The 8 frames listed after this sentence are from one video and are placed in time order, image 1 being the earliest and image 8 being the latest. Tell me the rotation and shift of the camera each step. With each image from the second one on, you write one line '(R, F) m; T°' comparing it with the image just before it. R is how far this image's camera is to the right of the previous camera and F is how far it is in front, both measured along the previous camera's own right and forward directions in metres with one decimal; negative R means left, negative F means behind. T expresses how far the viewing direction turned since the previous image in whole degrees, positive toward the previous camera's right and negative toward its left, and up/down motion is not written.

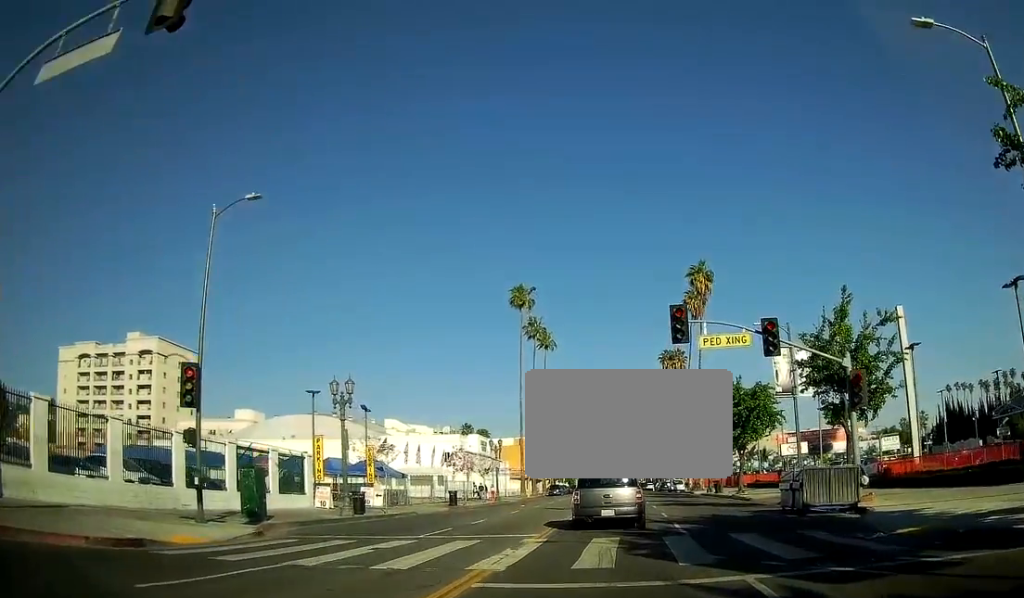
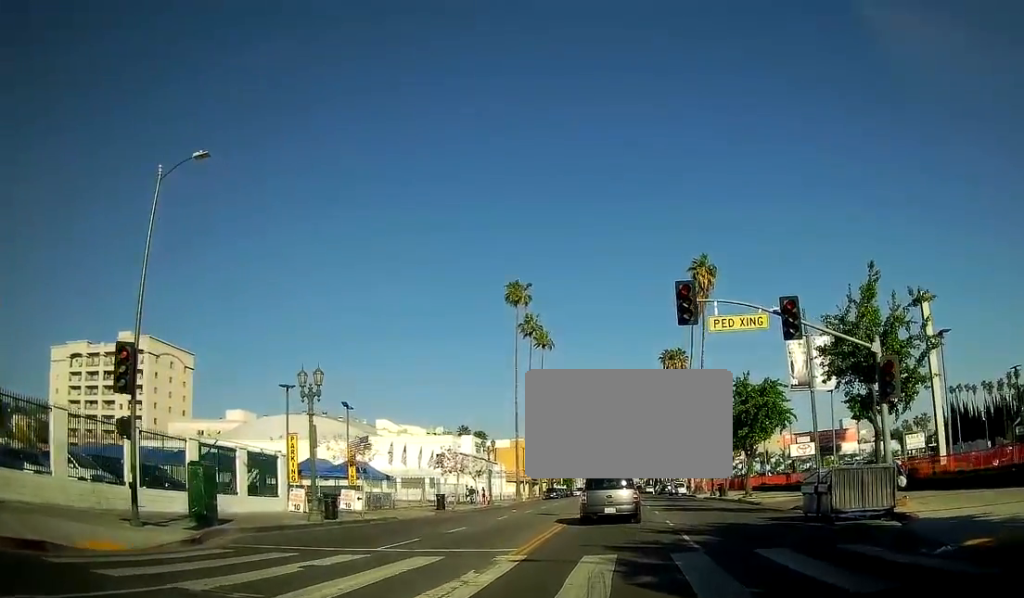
(0.0, +2.8) m; 0°
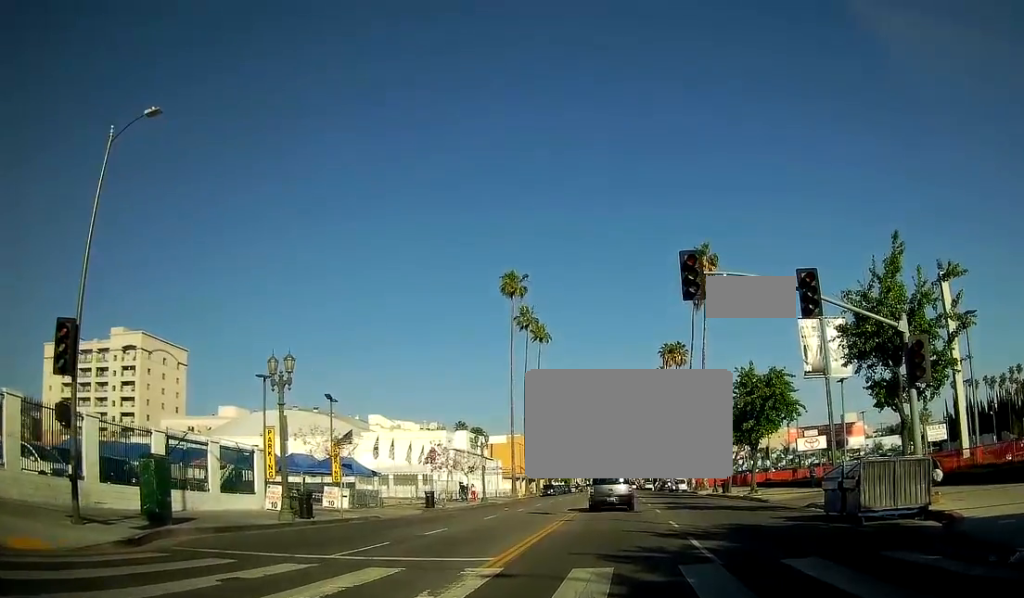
(0.0, +2.2) m; 0°
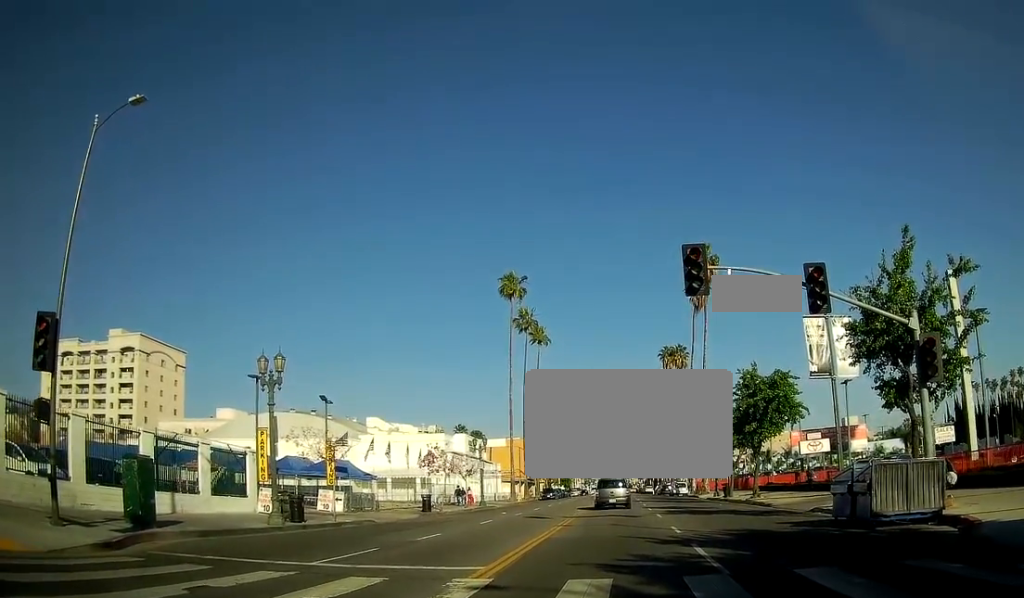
(0.0, +1.1) m; 0°
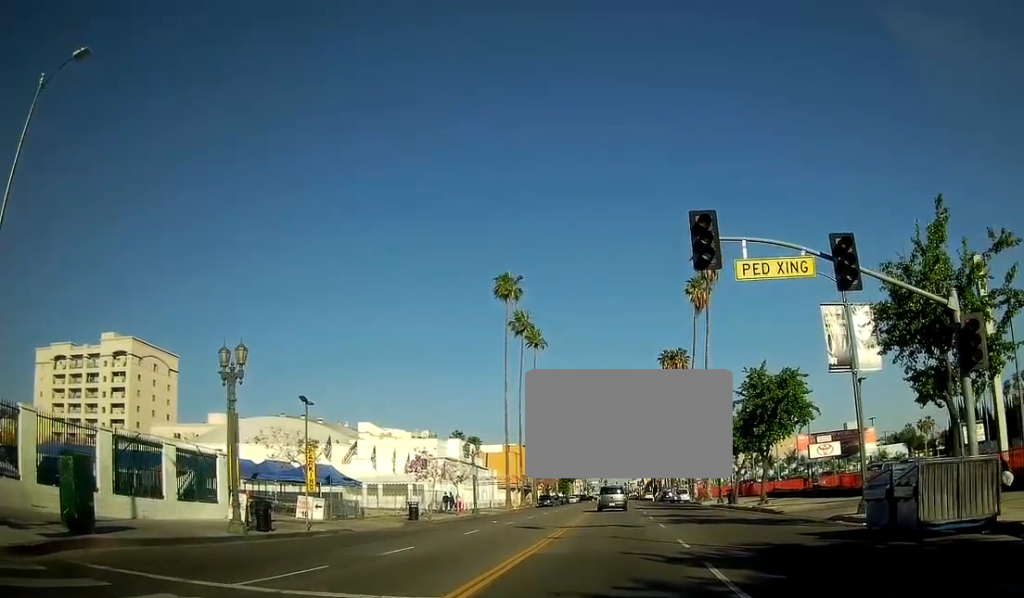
(0.0, +2.9) m; 0°
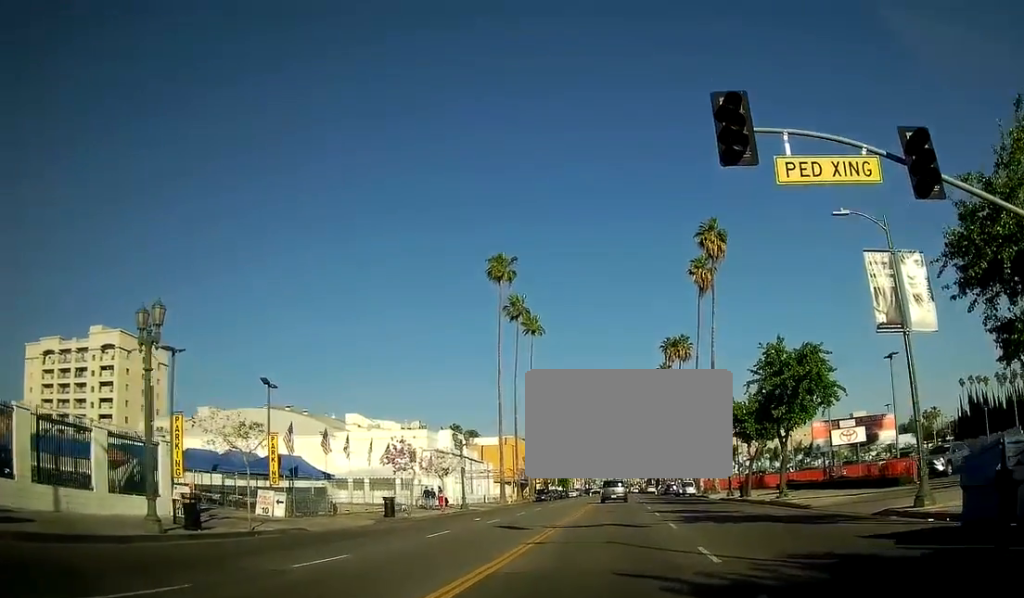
(0.0, +4.7) m; 0°
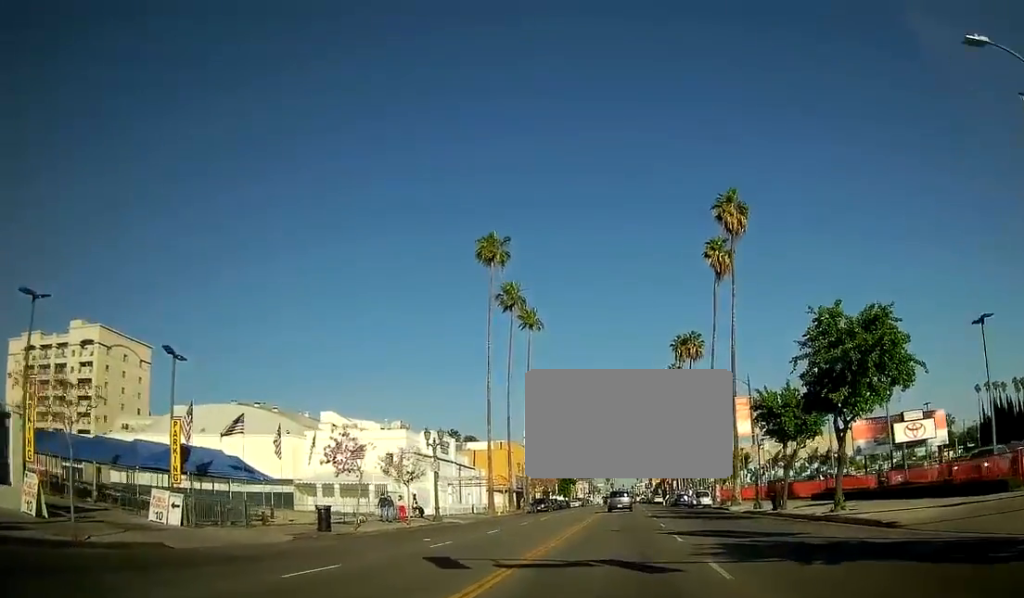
(0.0, +9.5) m; 0°
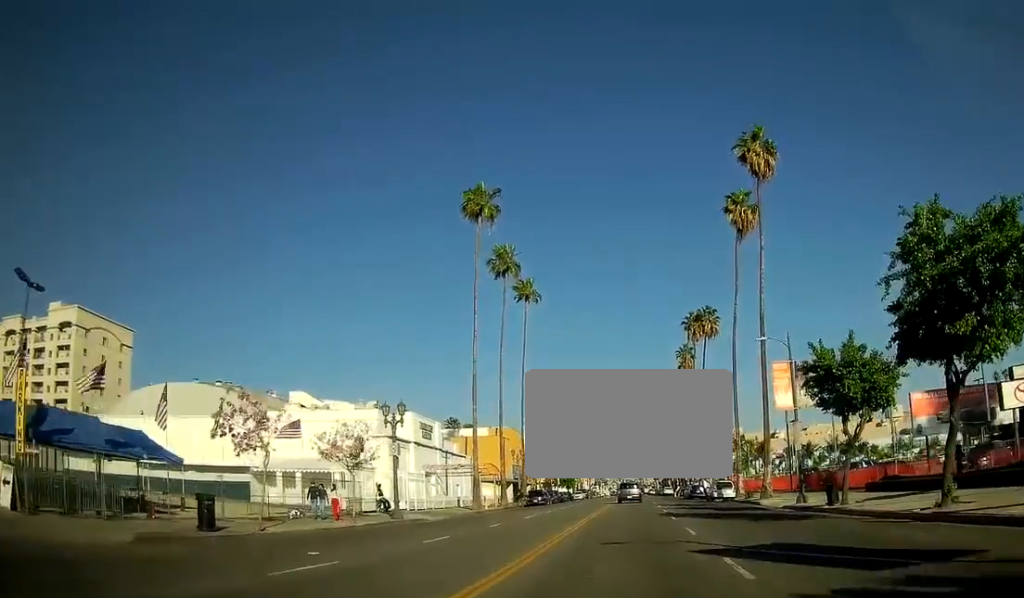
(0.0, +9.8) m; -1°
